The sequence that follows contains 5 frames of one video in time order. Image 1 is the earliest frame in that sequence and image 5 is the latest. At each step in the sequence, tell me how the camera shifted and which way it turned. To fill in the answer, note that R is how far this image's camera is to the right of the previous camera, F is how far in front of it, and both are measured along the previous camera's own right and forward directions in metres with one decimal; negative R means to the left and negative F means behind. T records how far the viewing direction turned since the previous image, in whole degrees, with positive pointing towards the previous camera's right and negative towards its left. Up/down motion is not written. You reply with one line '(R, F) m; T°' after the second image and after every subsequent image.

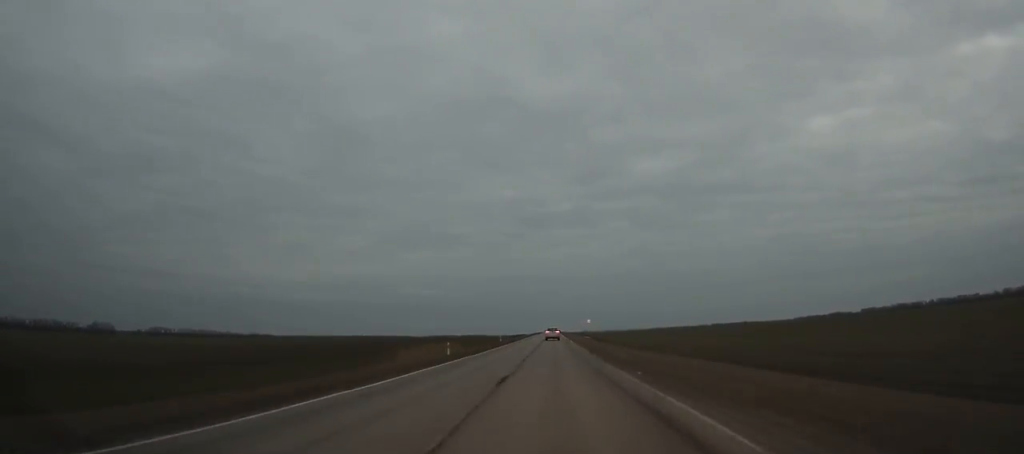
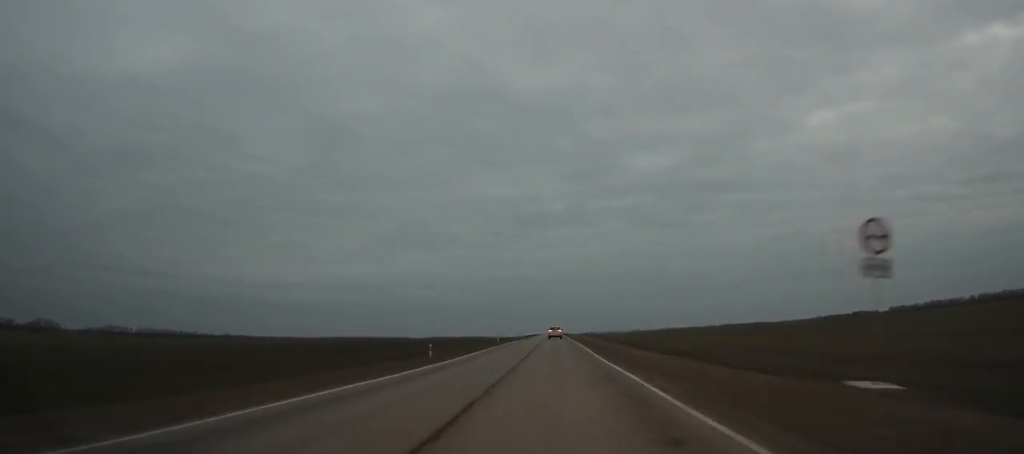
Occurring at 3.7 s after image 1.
(0.0, +91.2) m; 0°
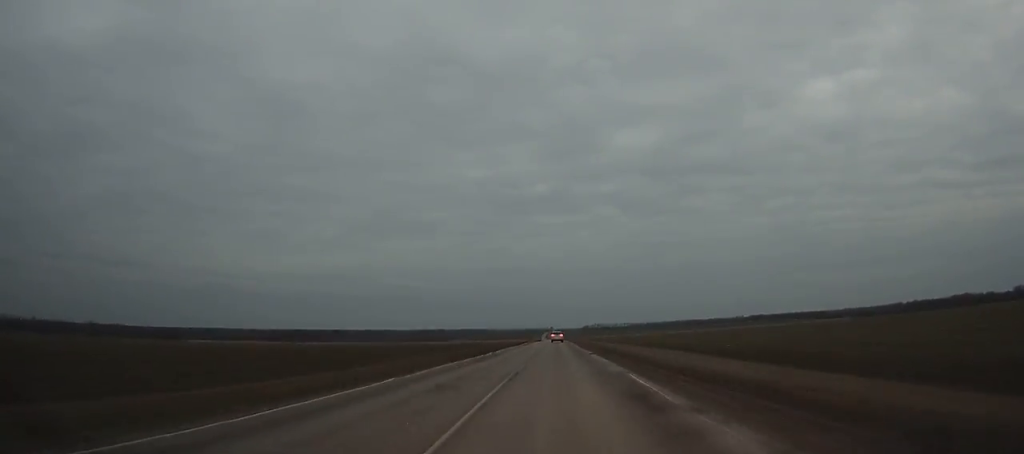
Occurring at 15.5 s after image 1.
(-0.2, +297.9) m; 0°
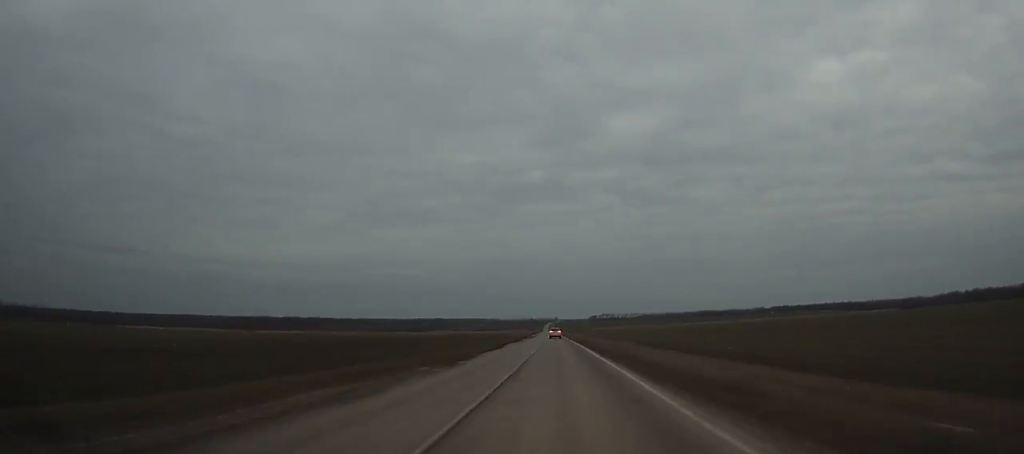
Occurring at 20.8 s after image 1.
(-0.5, +139.1) m; -1°
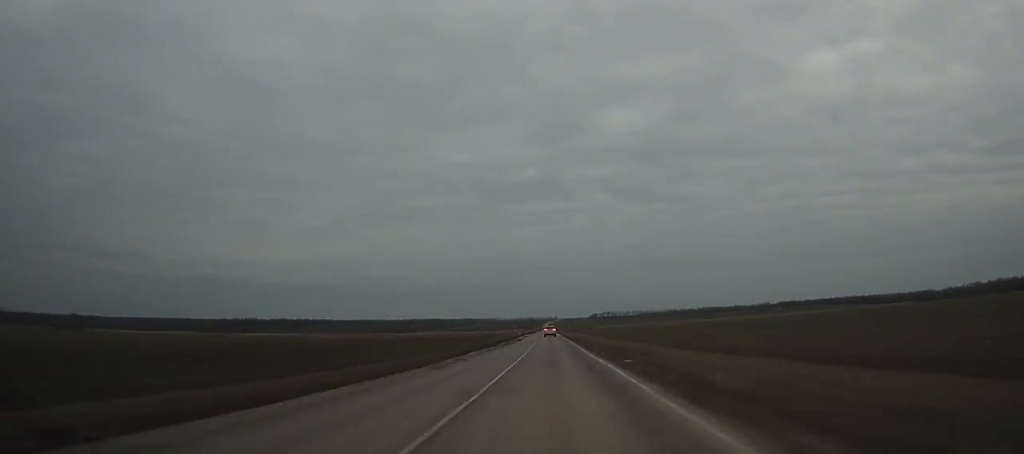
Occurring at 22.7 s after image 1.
(-0.2, +50.6) m; 0°
